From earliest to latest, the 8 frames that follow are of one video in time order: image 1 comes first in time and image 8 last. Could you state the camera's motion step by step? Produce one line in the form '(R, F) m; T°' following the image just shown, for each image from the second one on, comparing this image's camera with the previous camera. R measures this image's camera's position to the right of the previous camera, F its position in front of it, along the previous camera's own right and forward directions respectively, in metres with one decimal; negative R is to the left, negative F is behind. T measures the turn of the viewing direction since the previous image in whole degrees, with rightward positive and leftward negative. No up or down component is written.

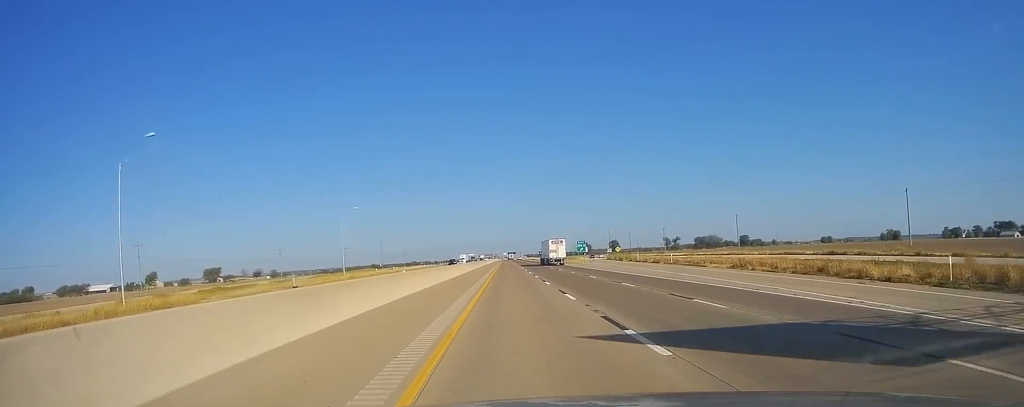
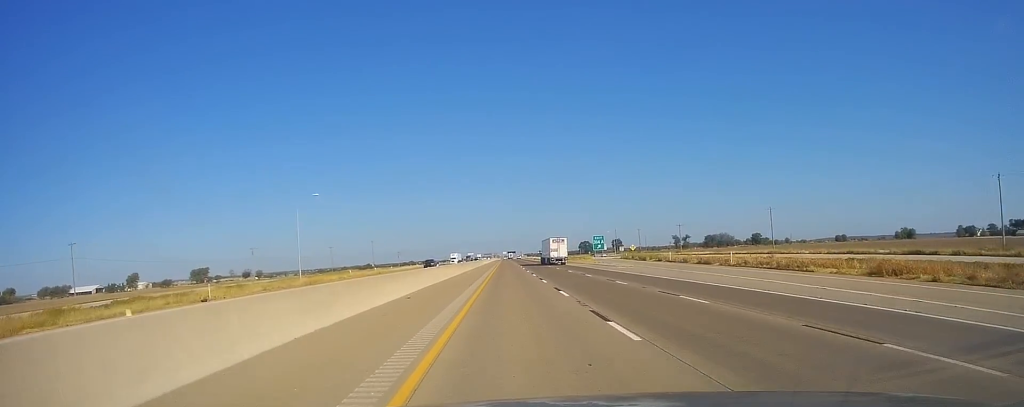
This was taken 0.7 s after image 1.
(0.0, +22.8) m; 0°
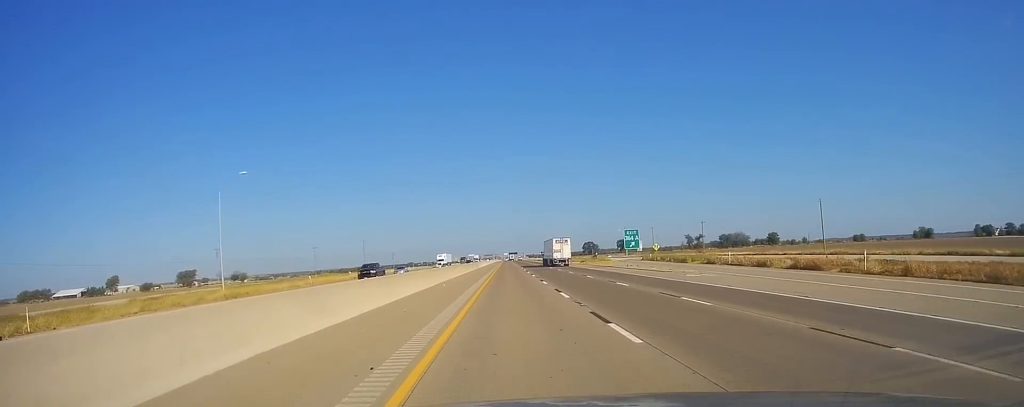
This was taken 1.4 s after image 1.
(-0.1, +24.5) m; +1°
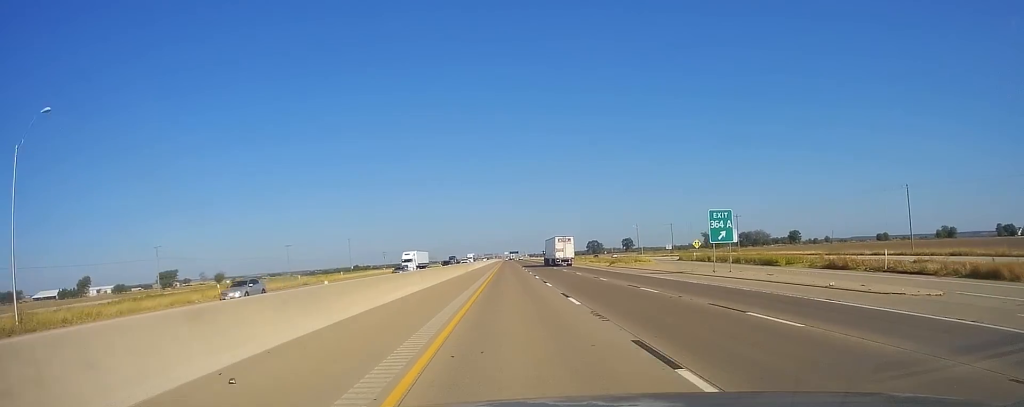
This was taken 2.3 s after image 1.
(+0.4, +30.1) m; +1°
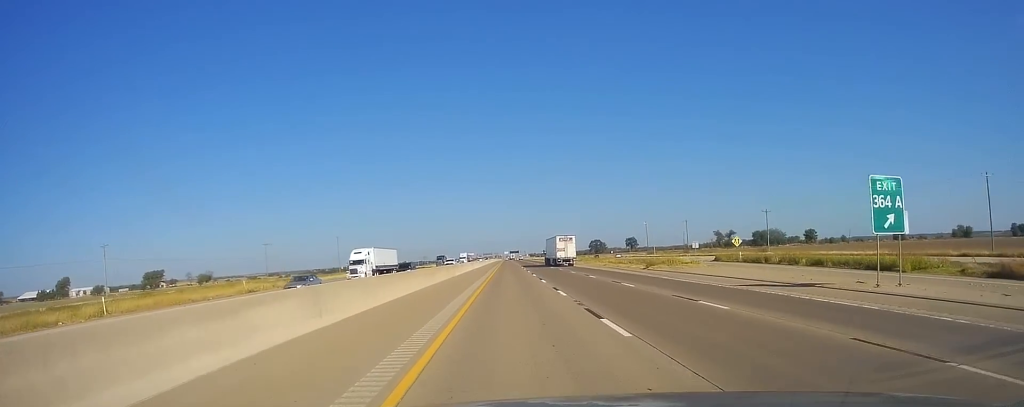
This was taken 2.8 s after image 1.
(+0.5, +19.9) m; 0°
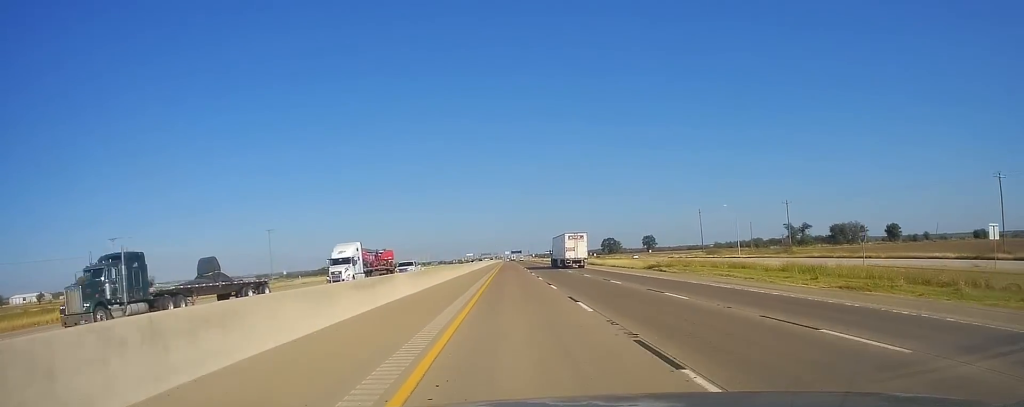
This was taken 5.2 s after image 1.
(-1.6, +81.0) m; -1°
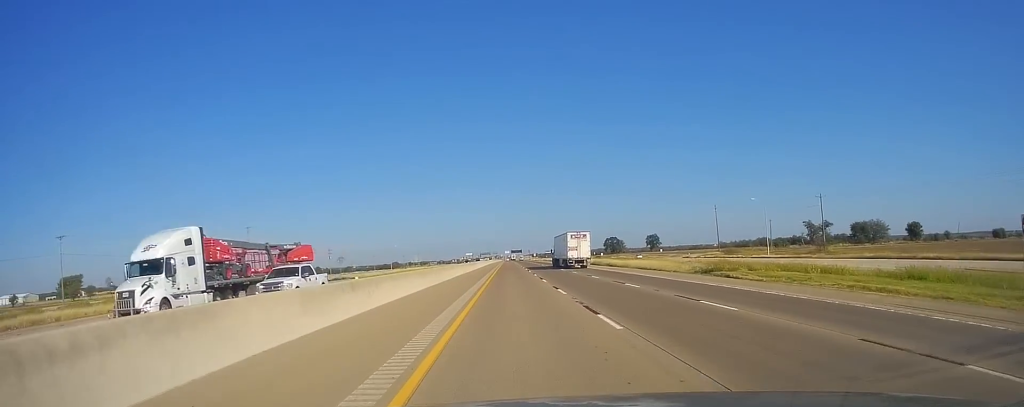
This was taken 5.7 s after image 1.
(+0.2, +16.6) m; 0°
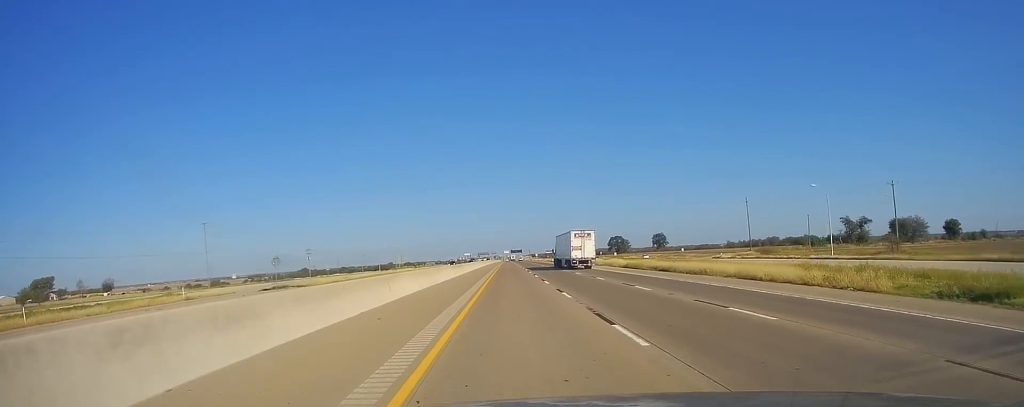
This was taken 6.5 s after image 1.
(-0.2, +26.8) m; -1°
